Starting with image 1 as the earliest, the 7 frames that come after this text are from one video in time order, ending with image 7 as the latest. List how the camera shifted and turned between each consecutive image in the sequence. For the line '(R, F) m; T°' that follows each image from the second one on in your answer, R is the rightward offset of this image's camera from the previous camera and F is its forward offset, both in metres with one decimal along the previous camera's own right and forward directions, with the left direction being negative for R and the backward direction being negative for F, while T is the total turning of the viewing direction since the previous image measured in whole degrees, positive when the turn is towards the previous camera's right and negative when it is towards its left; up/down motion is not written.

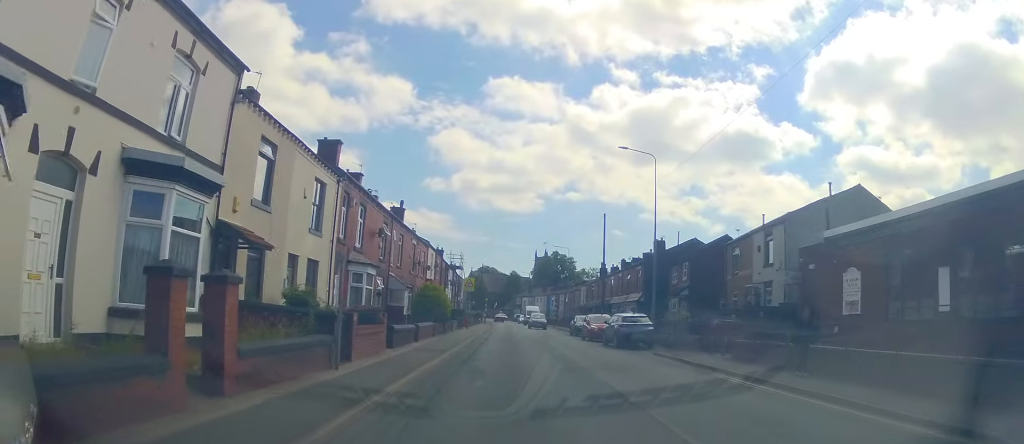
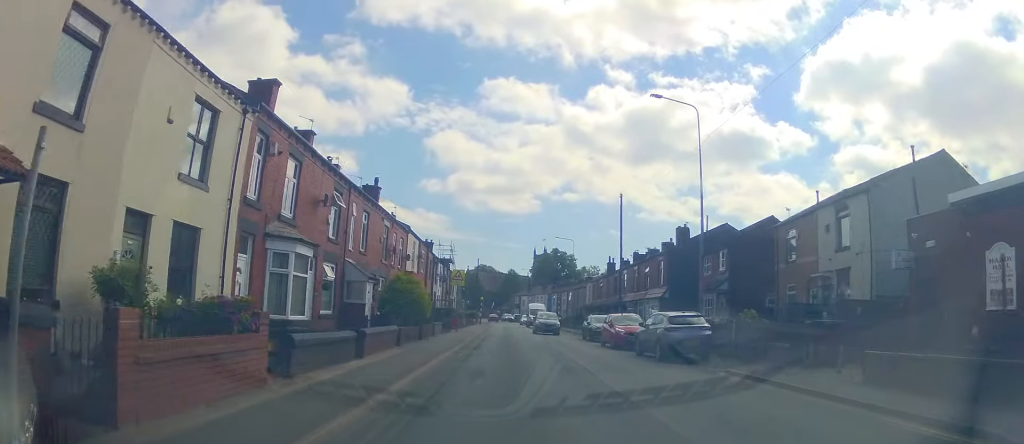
(0.0, +7.7) m; 0°
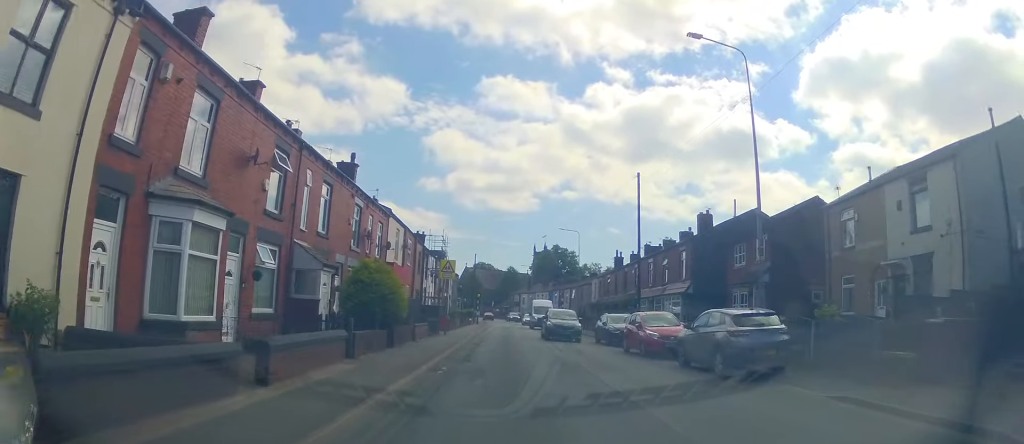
(0.0, +5.5) m; 0°
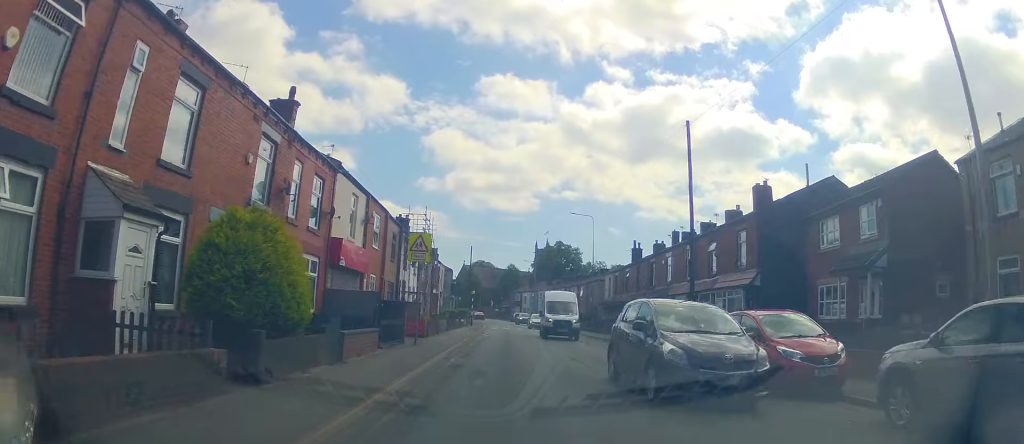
(0.0, +9.6) m; 0°
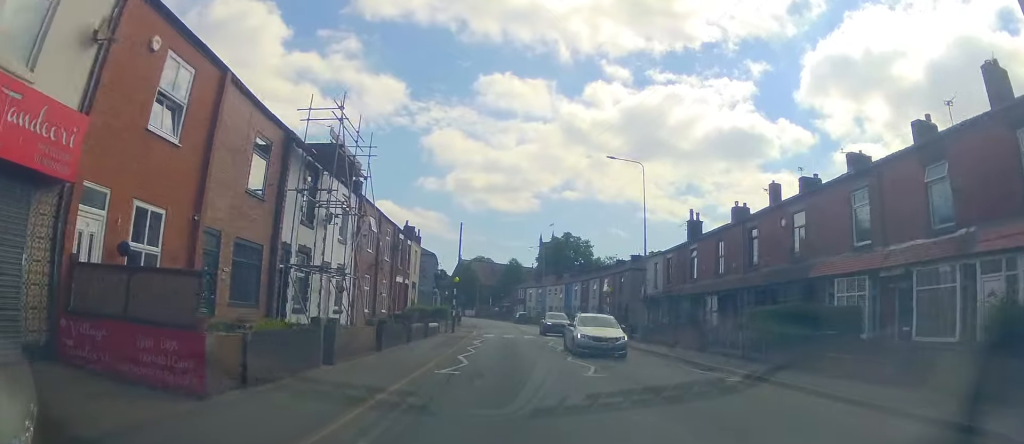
(0.0, +18.1) m; +3°
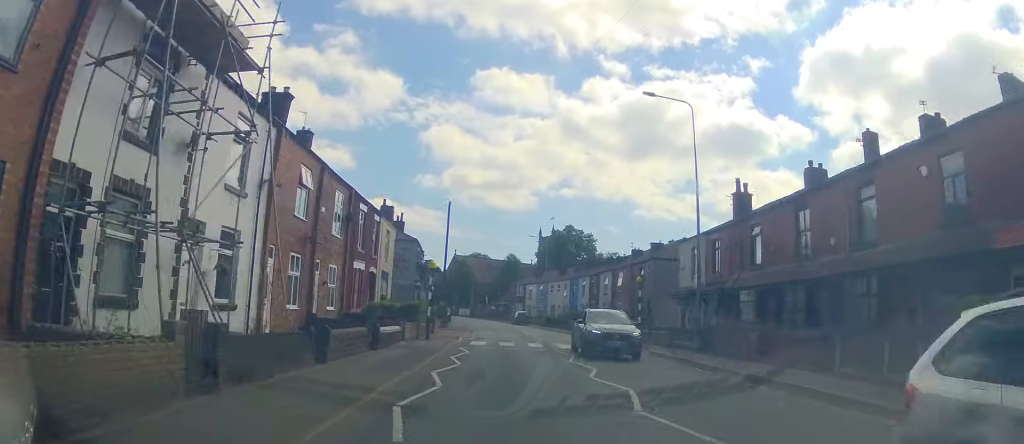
(+0.5, +9.3) m; 0°
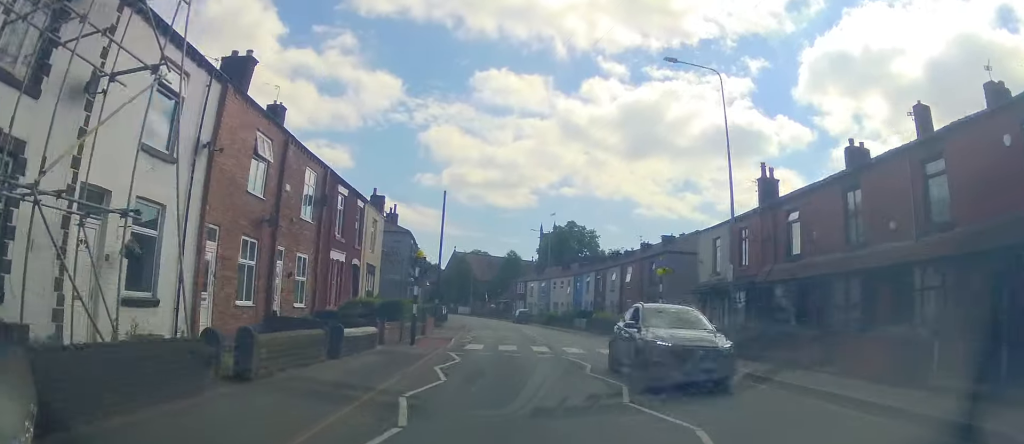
(-0.2, +3.5) m; -1°
